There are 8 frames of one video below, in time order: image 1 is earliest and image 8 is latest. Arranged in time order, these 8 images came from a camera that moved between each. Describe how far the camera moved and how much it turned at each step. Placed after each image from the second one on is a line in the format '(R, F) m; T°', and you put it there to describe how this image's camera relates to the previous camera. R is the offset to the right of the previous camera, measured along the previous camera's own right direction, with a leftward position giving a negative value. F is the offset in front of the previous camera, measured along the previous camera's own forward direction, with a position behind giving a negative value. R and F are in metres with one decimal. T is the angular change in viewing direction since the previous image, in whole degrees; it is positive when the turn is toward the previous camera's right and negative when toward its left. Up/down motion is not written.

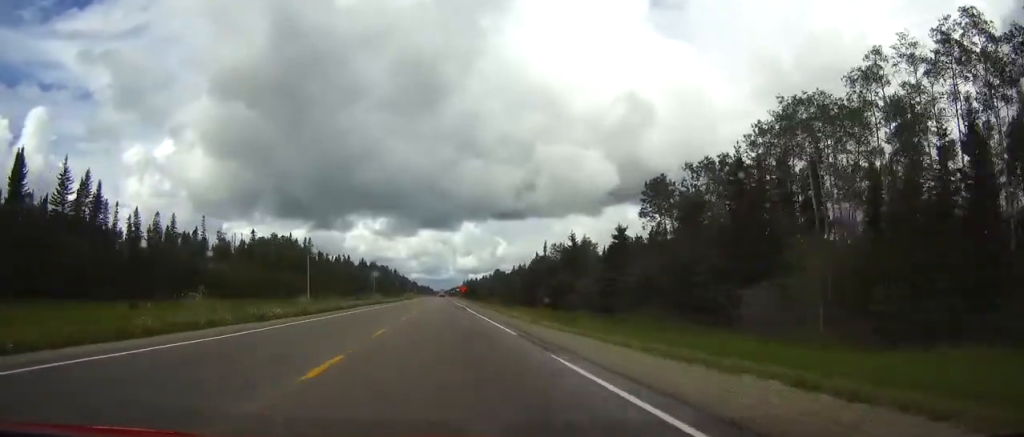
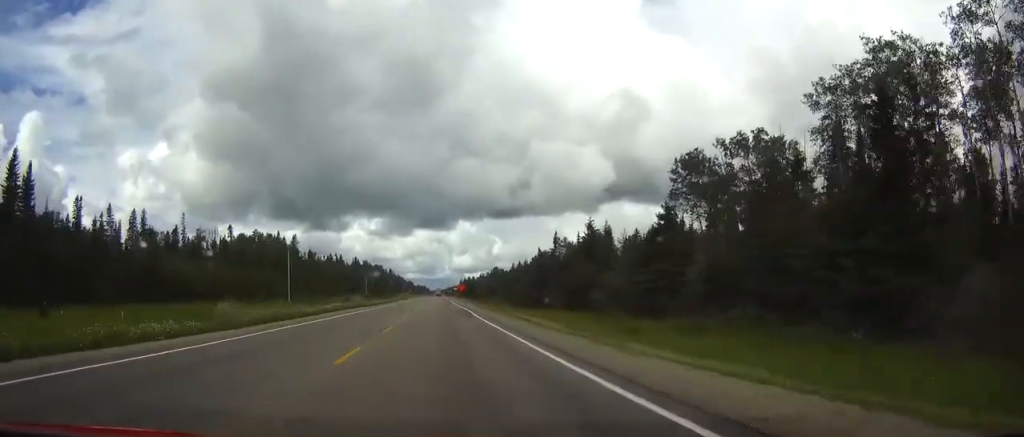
(0.0, +15.7) m; 0°
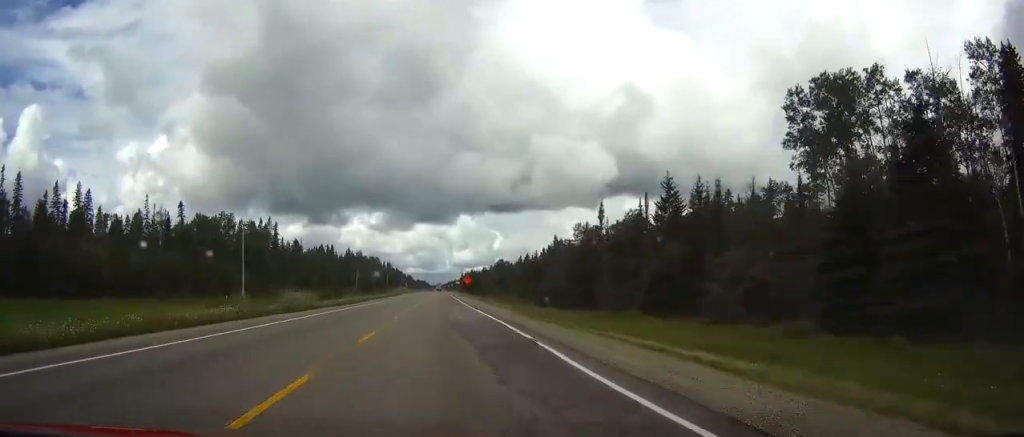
(0.0, +31.0) m; 0°
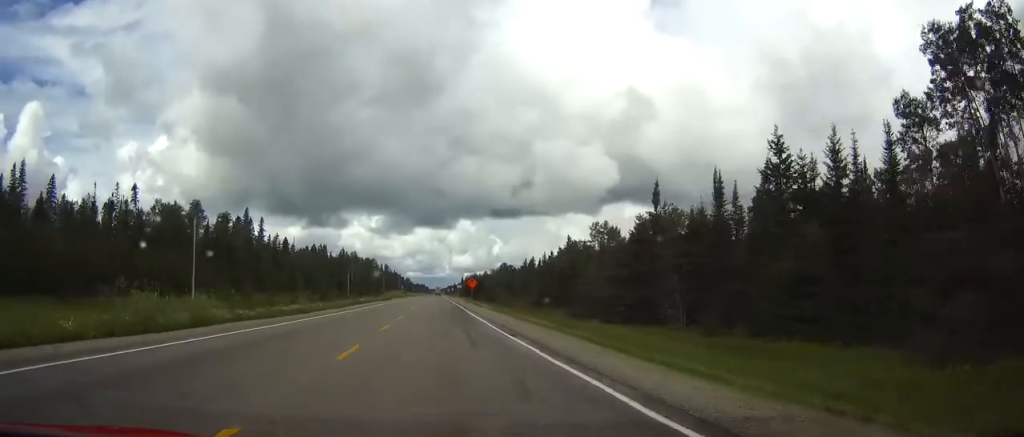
(0.0, +20.9) m; 0°
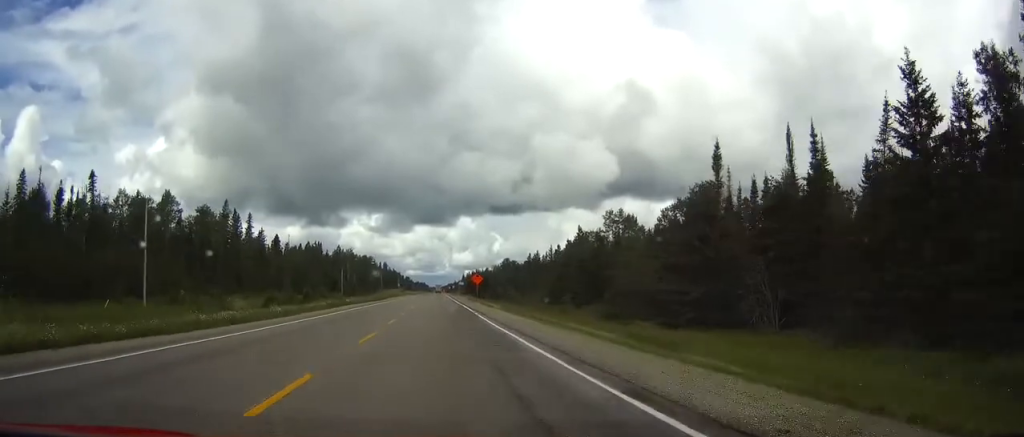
(0.0, +14.4) m; 0°
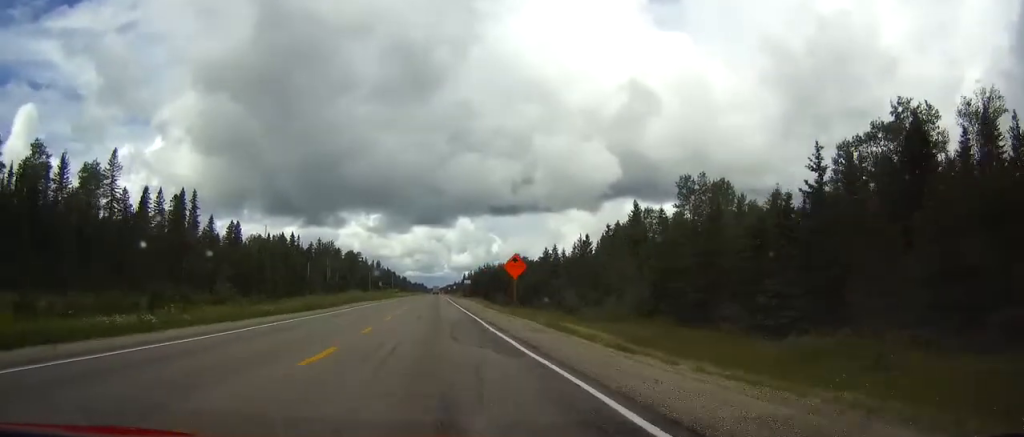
(0.0, +49.7) m; 0°
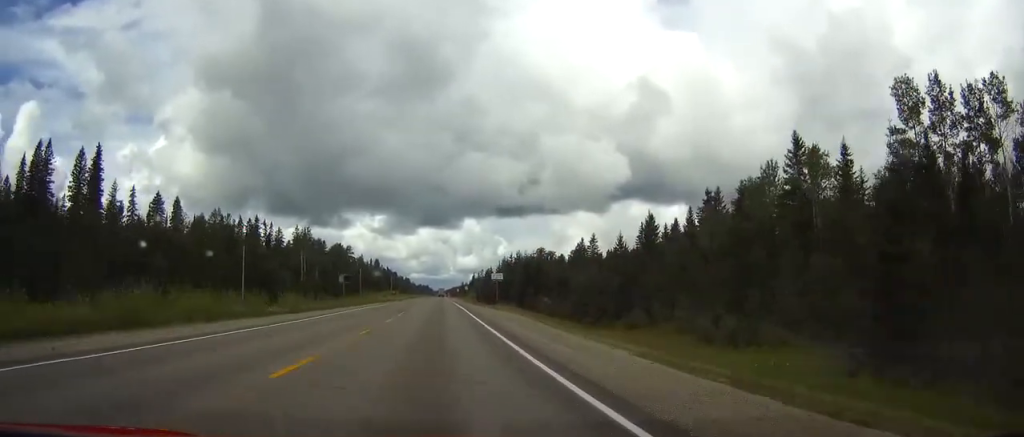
(+0.1, +54.7) m; 0°
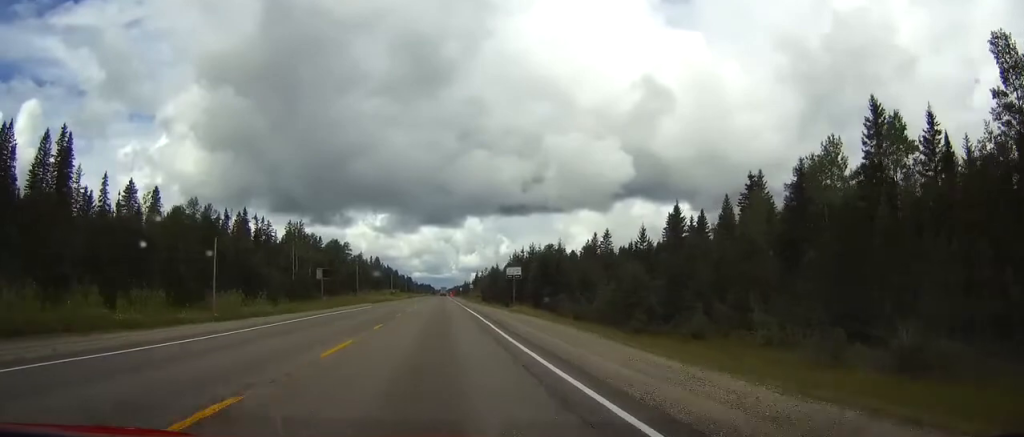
(0.0, +13.7) m; 0°
